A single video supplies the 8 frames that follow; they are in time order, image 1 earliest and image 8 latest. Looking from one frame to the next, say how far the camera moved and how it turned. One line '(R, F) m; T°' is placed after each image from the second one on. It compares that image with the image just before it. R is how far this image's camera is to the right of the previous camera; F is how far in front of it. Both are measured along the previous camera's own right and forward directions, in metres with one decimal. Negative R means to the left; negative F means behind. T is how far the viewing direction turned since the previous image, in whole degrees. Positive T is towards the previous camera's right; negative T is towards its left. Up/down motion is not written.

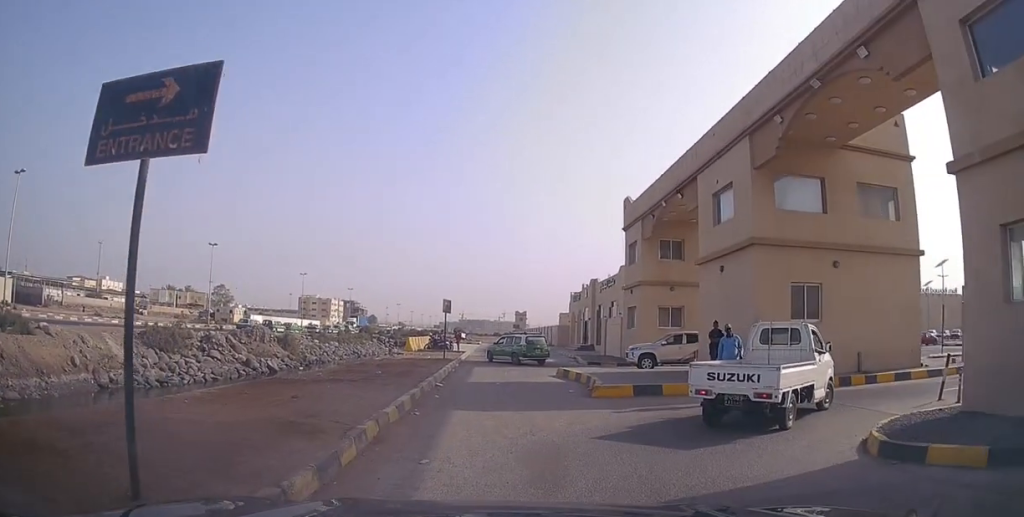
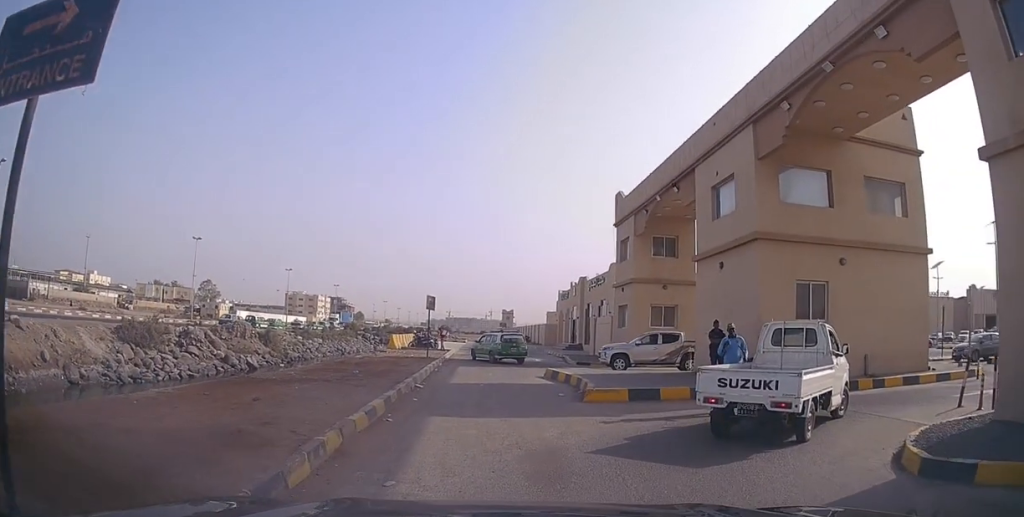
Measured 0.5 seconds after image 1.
(+0.1, +1.4) m; +8°
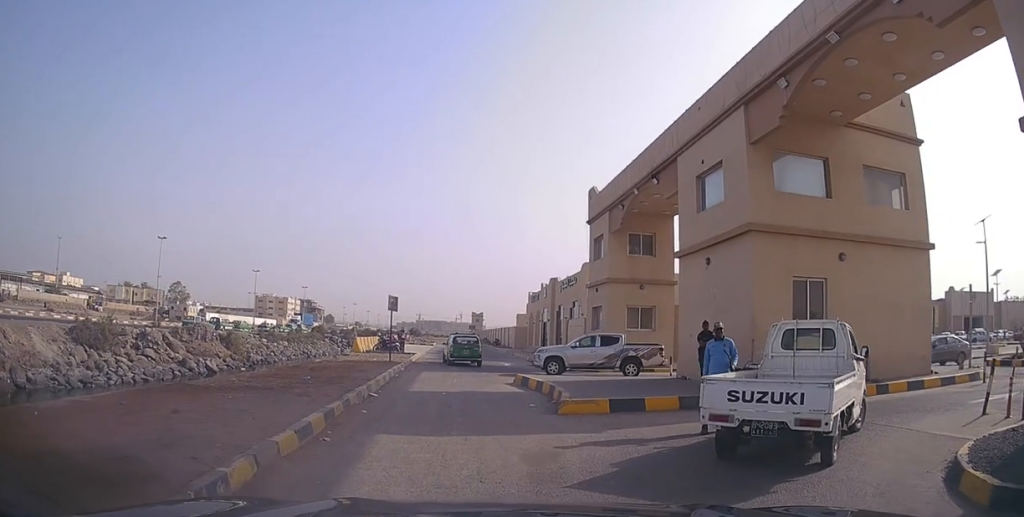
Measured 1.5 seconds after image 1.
(+0.4, +2.1) m; 0°
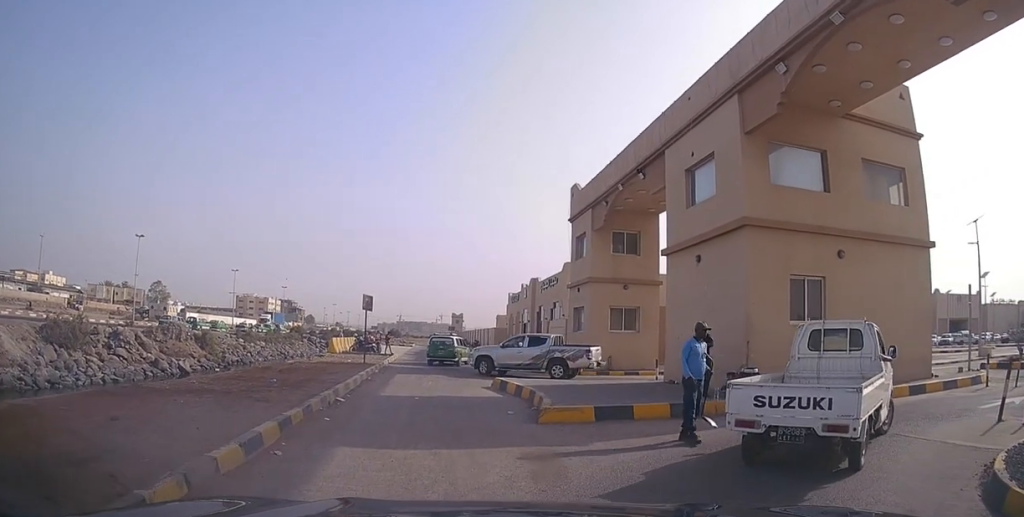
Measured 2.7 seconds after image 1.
(-0.4, +1.1) m; 0°
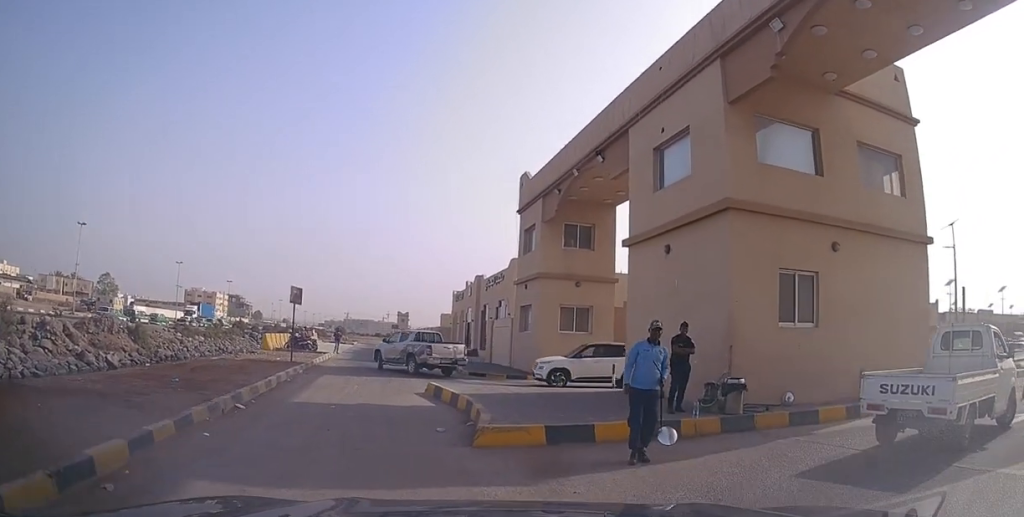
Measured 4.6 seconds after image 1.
(-0.4, +1.5) m; +11°
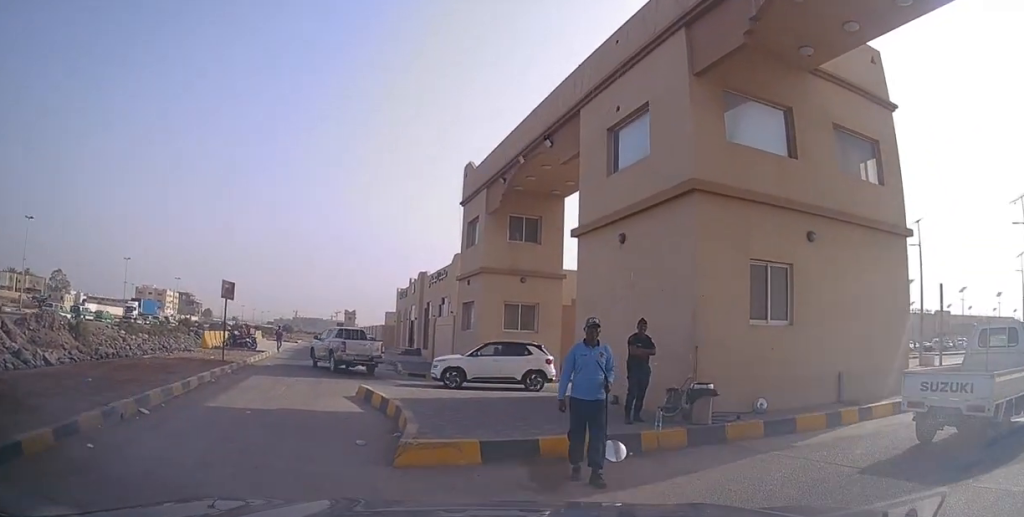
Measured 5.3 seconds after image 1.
(+0.2, +1.3) m; +9°
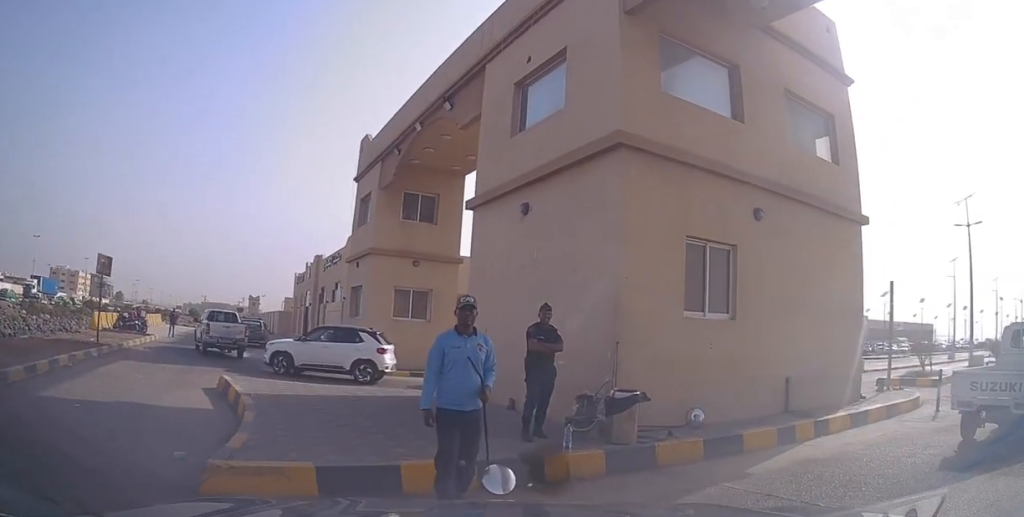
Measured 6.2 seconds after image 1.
(+0.2, +1.9) m; +8°
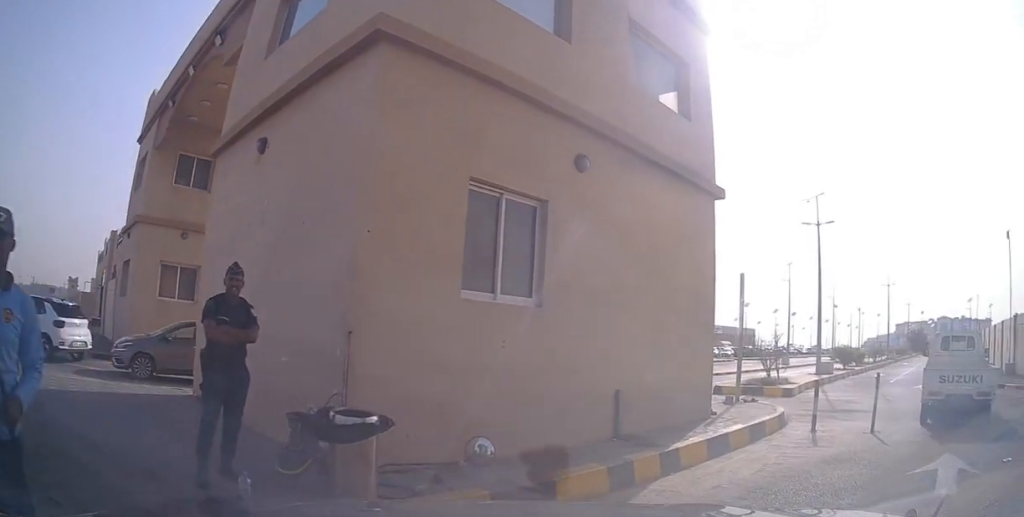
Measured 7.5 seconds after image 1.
(+0.3, +2.9) m; +15°
